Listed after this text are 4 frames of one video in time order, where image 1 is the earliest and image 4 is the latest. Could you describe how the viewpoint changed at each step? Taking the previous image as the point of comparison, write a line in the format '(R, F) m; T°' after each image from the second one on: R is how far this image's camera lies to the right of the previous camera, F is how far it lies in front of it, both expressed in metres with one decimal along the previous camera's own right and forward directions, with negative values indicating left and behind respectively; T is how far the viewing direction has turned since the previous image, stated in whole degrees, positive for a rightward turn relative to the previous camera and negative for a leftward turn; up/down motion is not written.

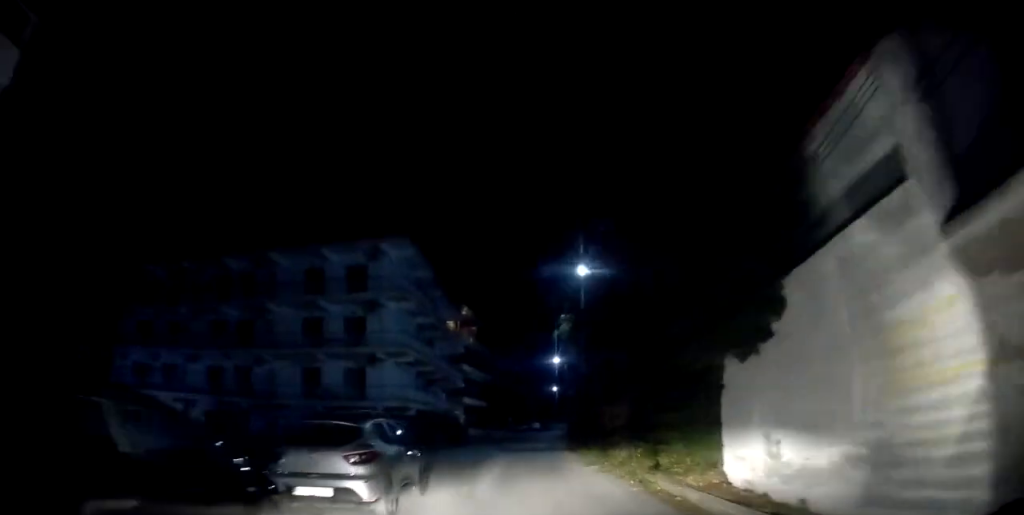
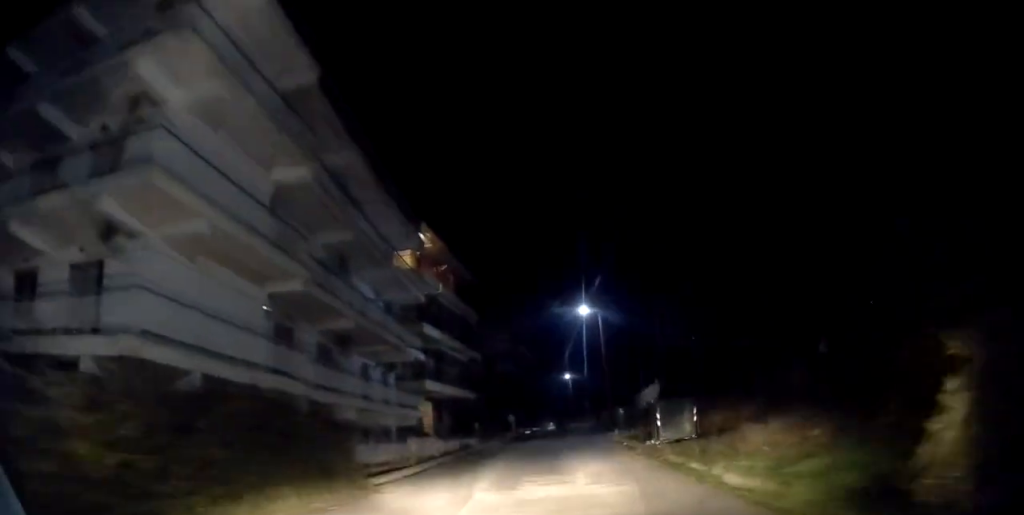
(-1.2, +22.2) m; -1°
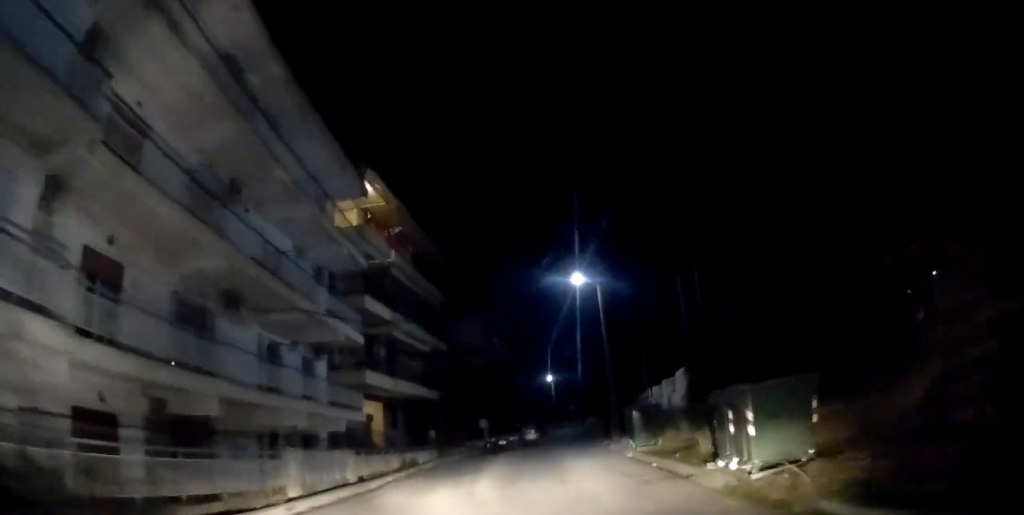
(+0.2, +8.0) m; +1°
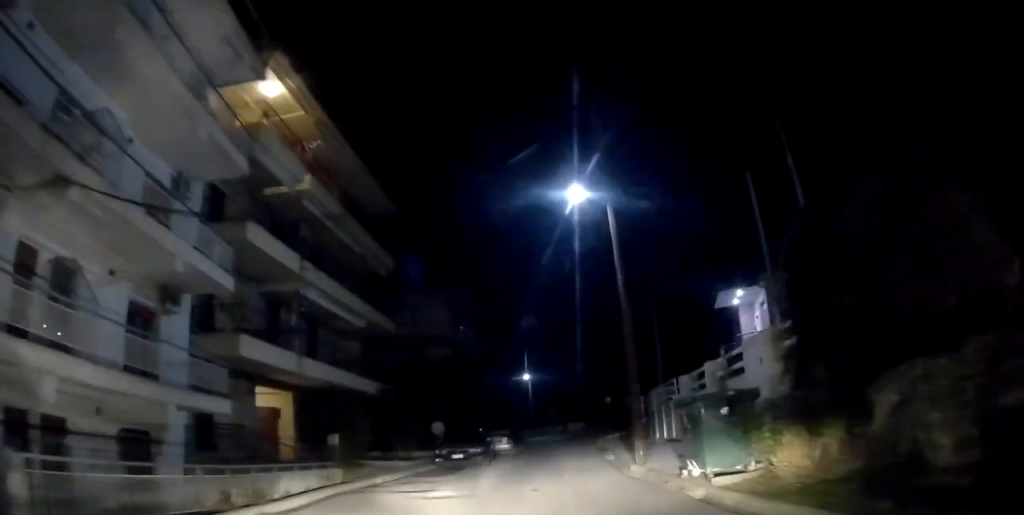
(-0.1, +9.0) m; +1°
